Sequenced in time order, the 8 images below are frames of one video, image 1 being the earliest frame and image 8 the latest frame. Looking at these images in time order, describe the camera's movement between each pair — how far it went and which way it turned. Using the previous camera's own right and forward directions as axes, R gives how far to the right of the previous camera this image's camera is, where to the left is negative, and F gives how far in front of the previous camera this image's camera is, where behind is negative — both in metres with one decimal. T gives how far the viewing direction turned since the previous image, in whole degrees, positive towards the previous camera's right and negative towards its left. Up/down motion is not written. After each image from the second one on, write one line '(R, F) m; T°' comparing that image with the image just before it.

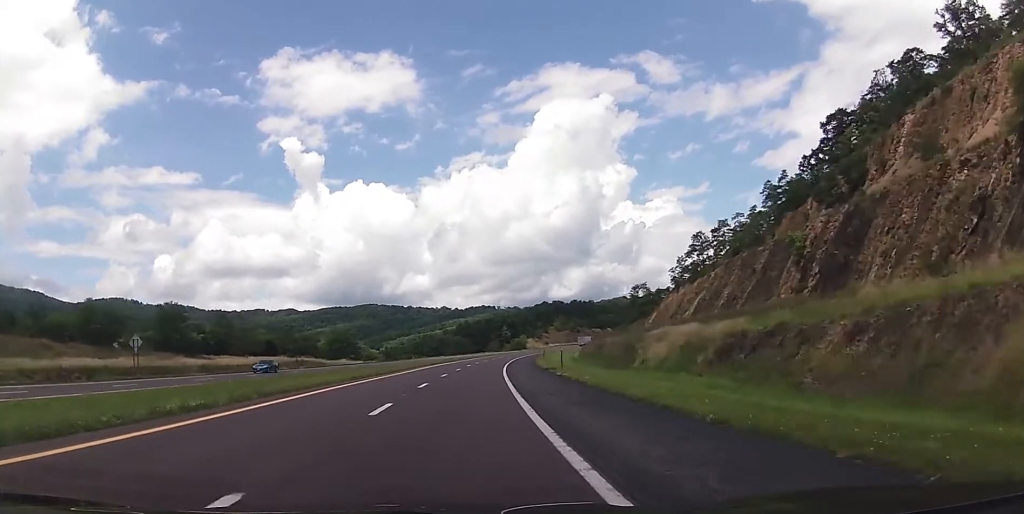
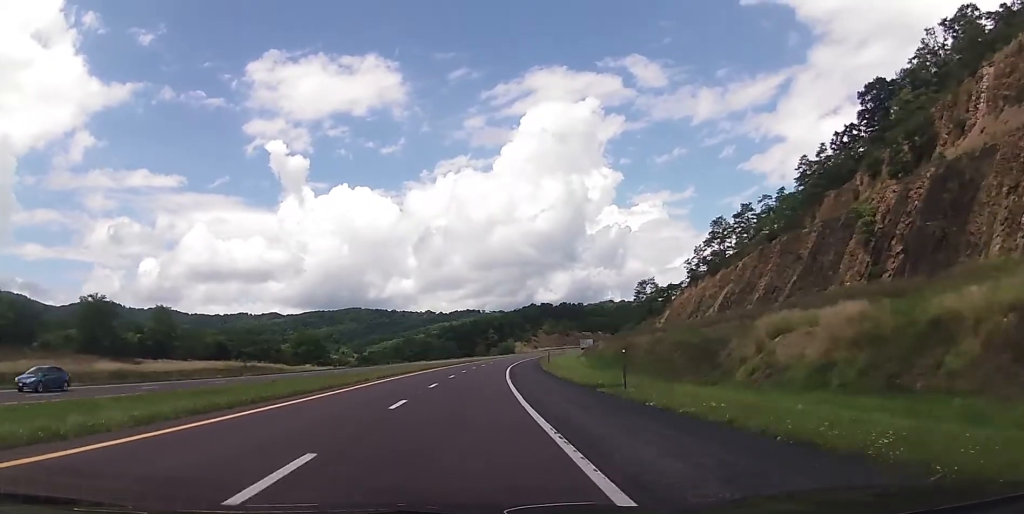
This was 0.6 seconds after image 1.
(+0.1, +20.9) m; +1°
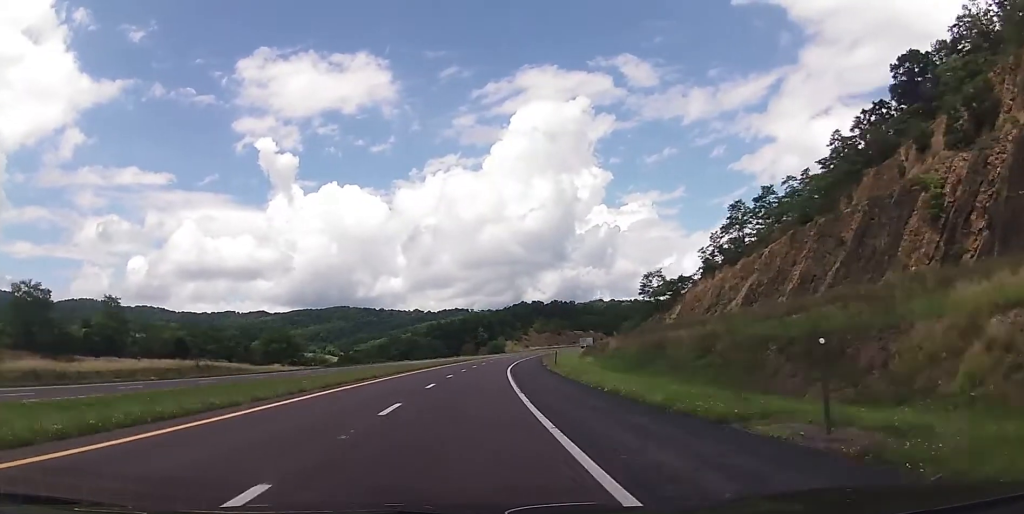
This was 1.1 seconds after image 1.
(+0.2, +14.3) m; +1°
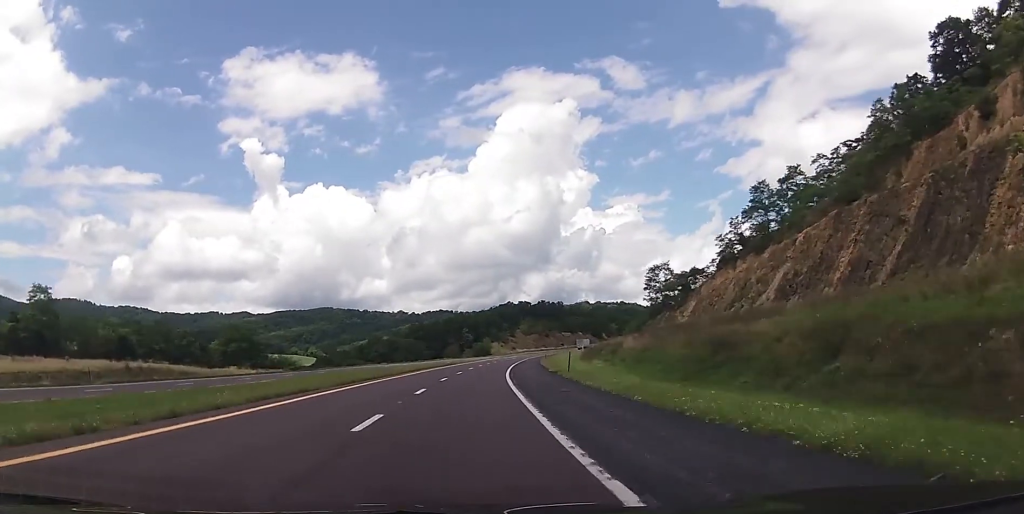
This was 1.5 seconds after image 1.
(+0.1, +15.5) m; +1°
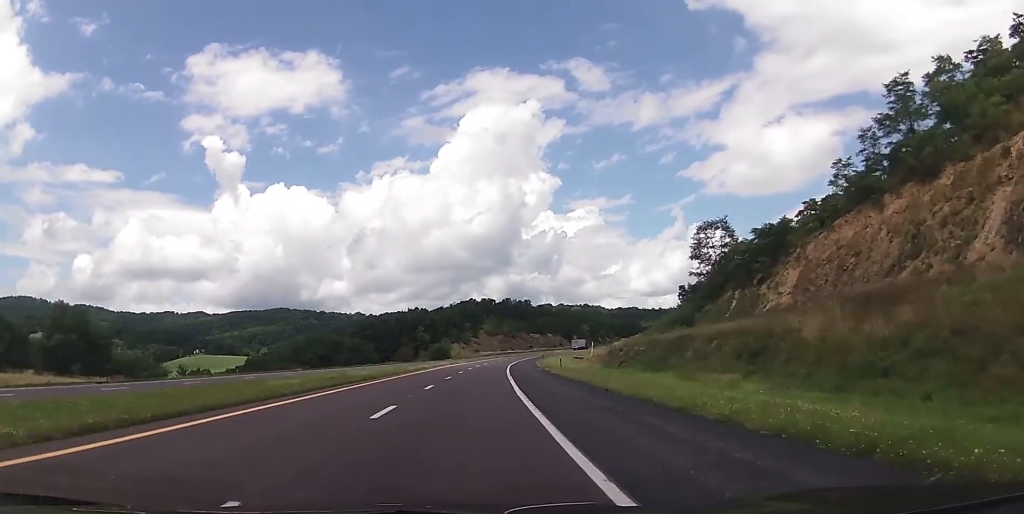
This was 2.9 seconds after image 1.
(+1.7, +45.3) m; +4°
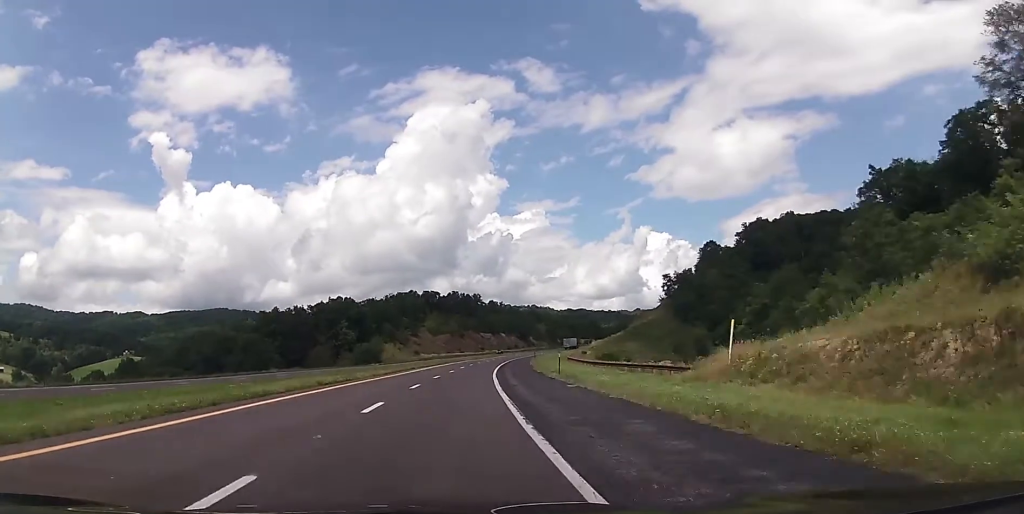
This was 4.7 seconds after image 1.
(+2.0, +58.6) m; +4°
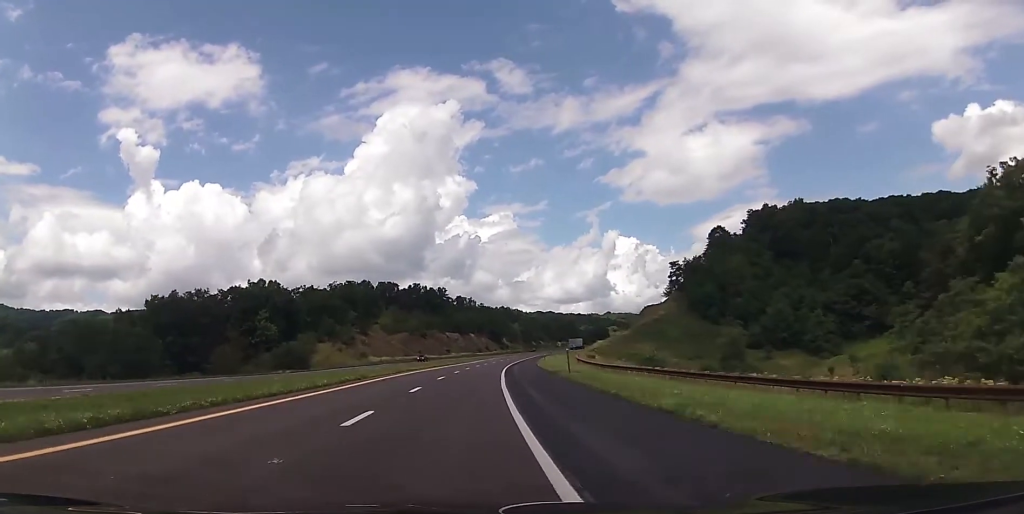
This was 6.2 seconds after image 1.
(+2.1, +51.0) m; +4°
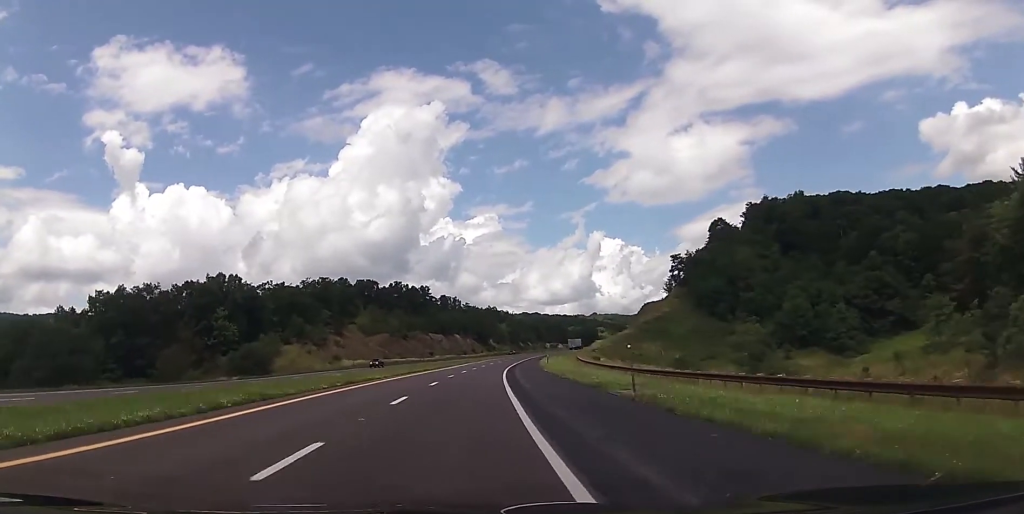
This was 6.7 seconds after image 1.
(+0.1, +17.8) m; +1°
